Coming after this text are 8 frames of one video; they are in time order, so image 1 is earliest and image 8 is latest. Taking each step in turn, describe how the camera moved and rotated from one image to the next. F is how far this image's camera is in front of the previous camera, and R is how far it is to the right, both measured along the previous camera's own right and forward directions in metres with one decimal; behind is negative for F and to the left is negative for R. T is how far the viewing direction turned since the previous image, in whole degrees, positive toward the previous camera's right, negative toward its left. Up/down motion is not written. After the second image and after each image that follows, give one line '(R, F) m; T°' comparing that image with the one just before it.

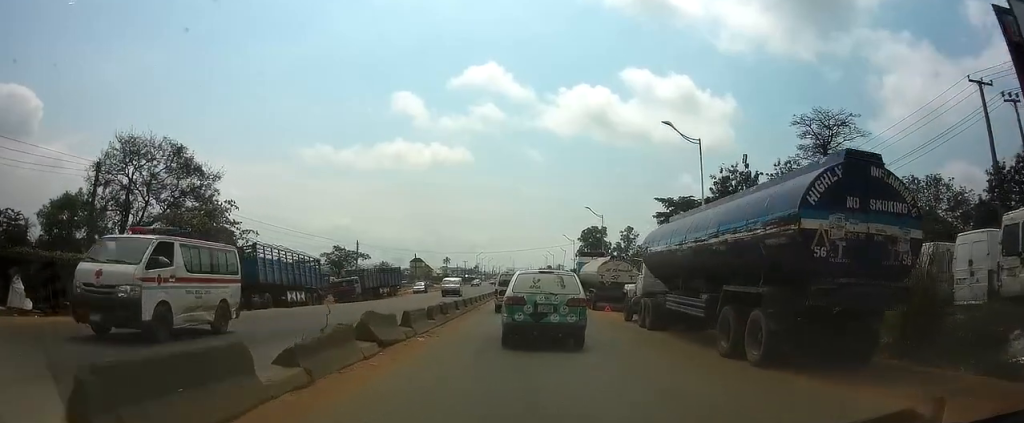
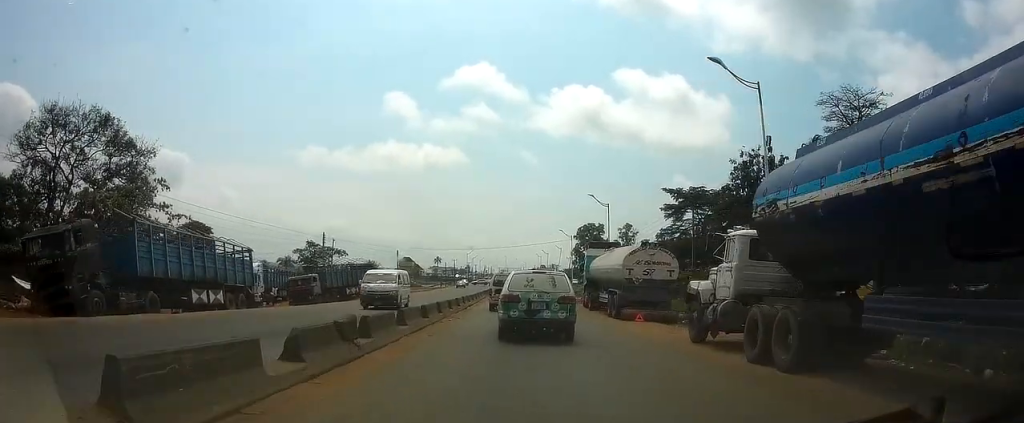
(0.0, +10.2) m; 0°
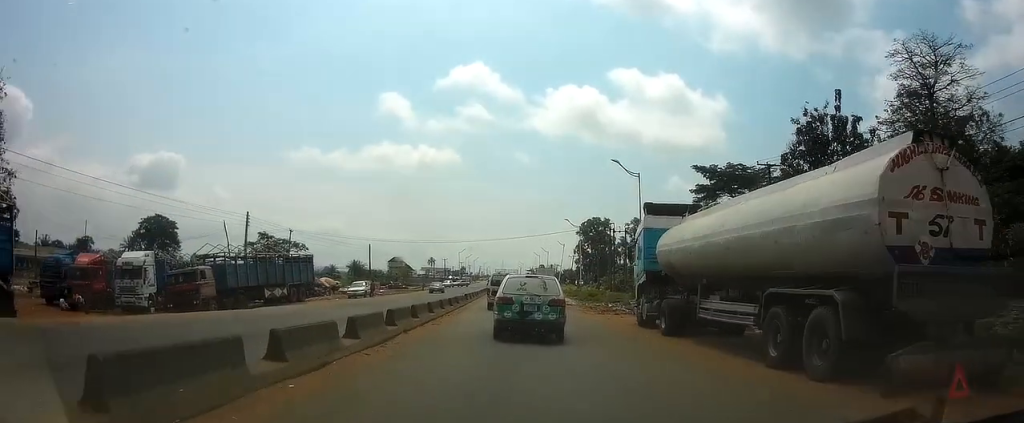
(-0.1, +18.0) m; 0°
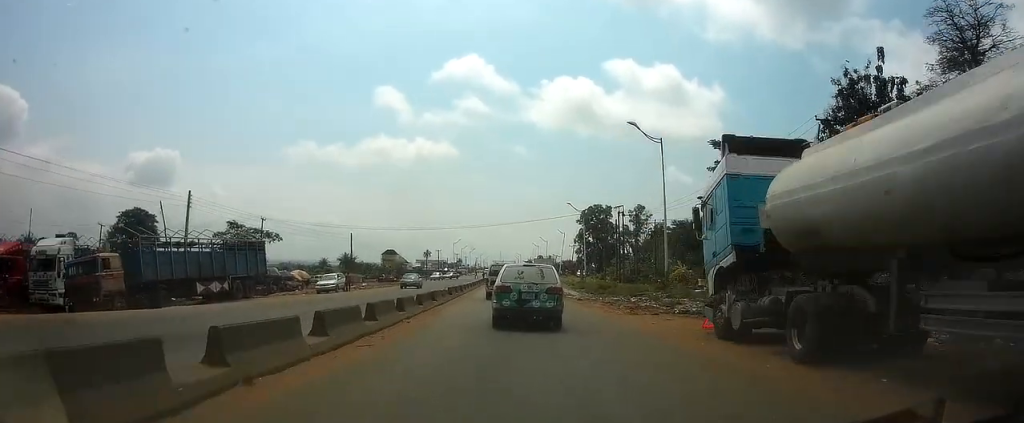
(0.0, +8.6) m; 0°
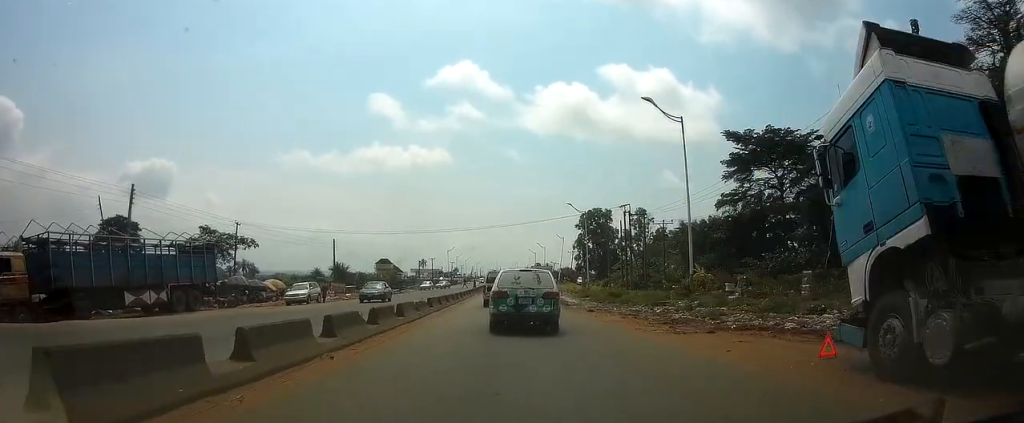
(+0.1, +6.1) m; 0°
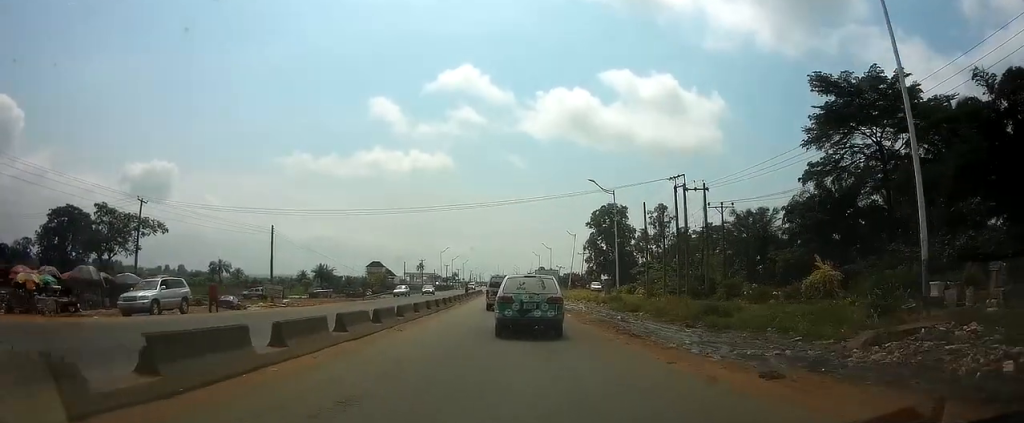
(-0.1, +19.6) m; -1°
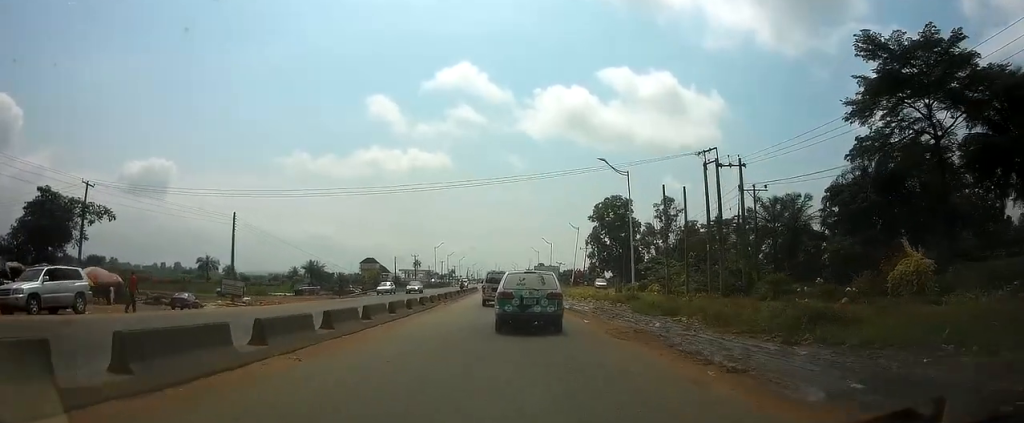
(0.0, +7.8) m; 0°
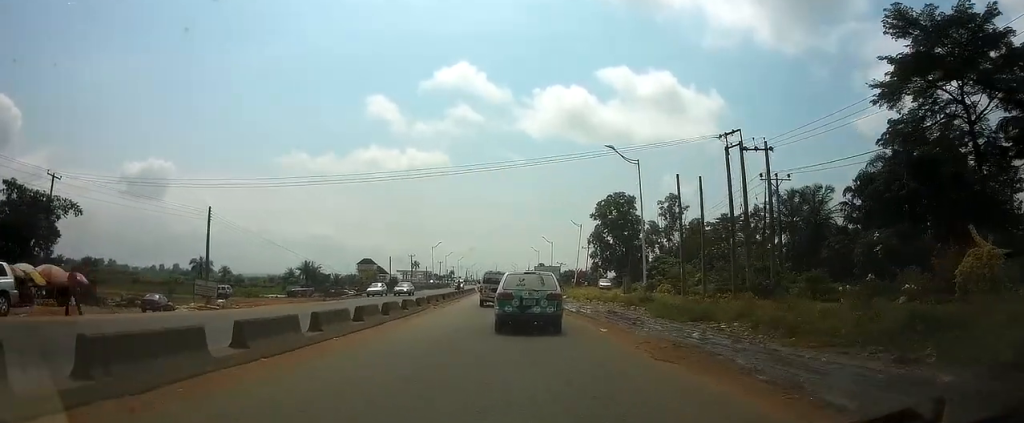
(0.0, +4.1) m; 0°
